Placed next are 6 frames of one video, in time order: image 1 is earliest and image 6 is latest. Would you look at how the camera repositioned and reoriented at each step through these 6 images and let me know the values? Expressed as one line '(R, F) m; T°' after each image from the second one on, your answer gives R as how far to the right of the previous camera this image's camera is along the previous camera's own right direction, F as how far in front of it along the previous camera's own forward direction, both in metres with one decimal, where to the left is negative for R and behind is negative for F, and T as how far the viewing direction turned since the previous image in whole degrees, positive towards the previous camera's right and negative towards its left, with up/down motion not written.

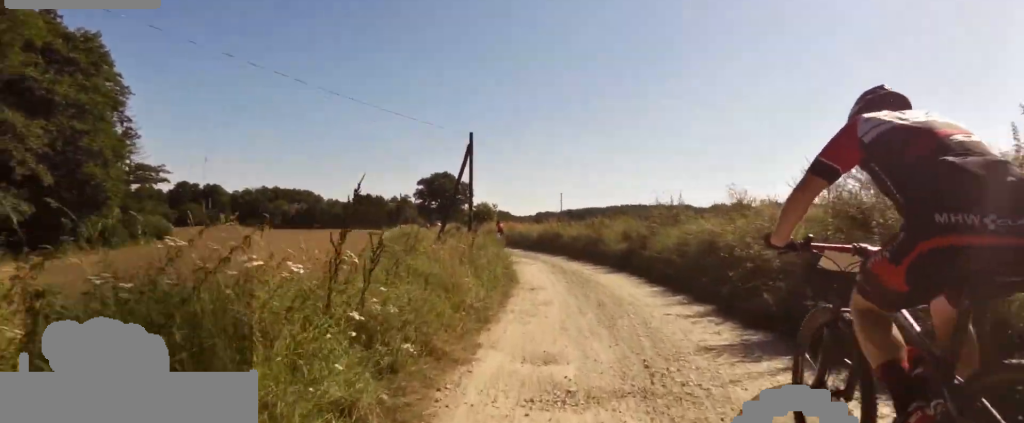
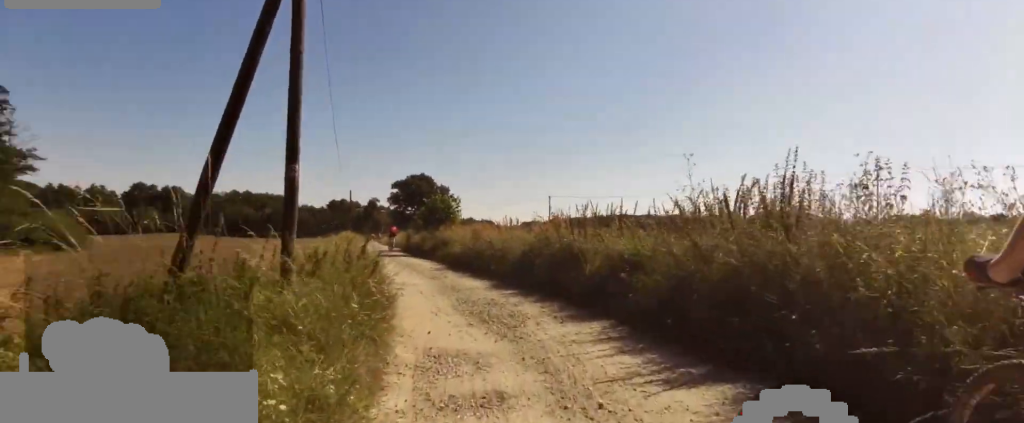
(-2.9, +14.1) m; -8°
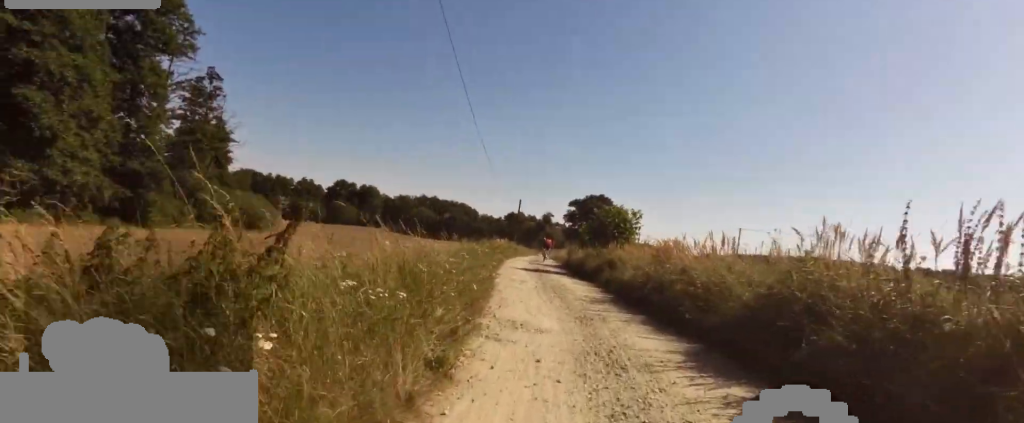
(+1.1, +5.1) m; 0°
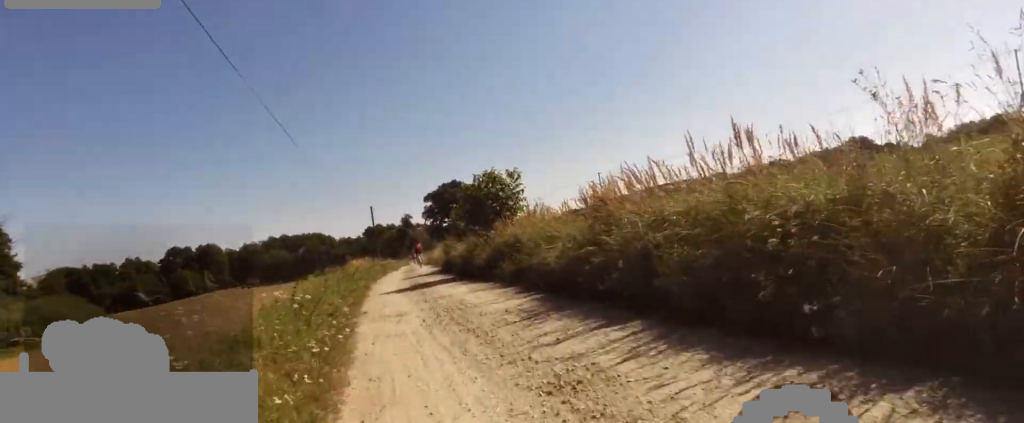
(-1.1, +4.6) m; -9°
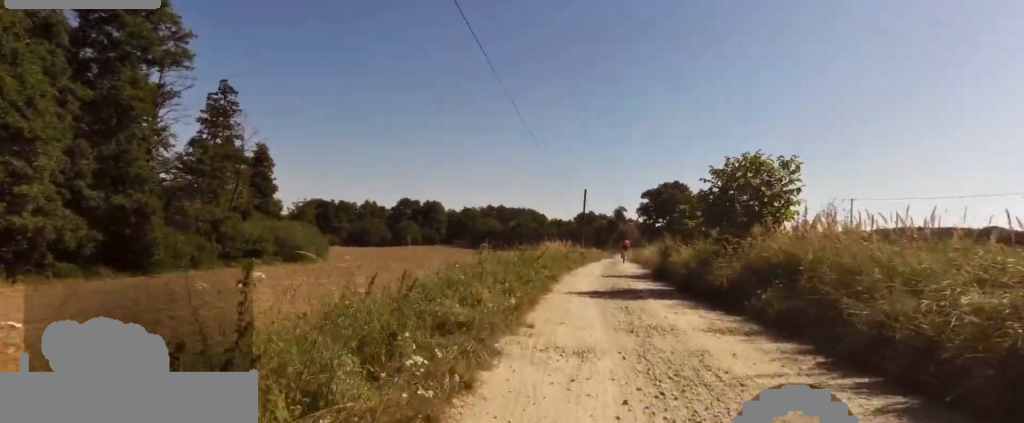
(+0.4, +4.8) m; 0°
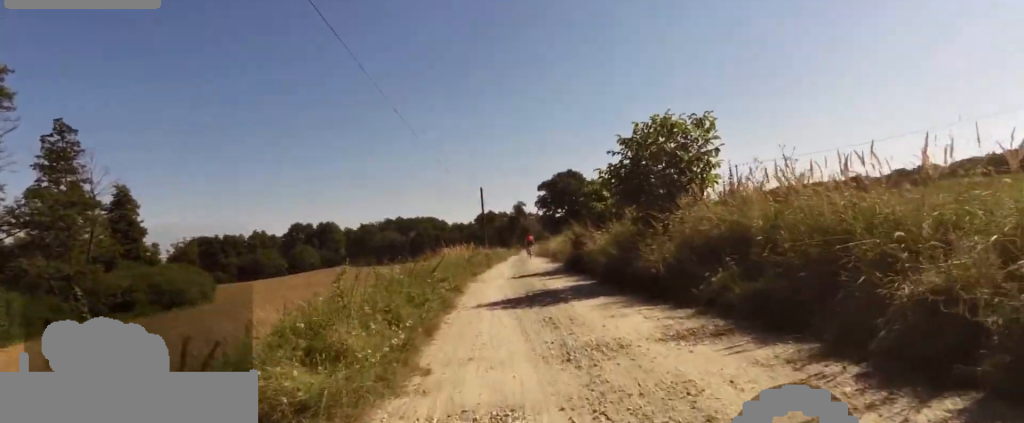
(-0.2, +2.2) m; -2°
